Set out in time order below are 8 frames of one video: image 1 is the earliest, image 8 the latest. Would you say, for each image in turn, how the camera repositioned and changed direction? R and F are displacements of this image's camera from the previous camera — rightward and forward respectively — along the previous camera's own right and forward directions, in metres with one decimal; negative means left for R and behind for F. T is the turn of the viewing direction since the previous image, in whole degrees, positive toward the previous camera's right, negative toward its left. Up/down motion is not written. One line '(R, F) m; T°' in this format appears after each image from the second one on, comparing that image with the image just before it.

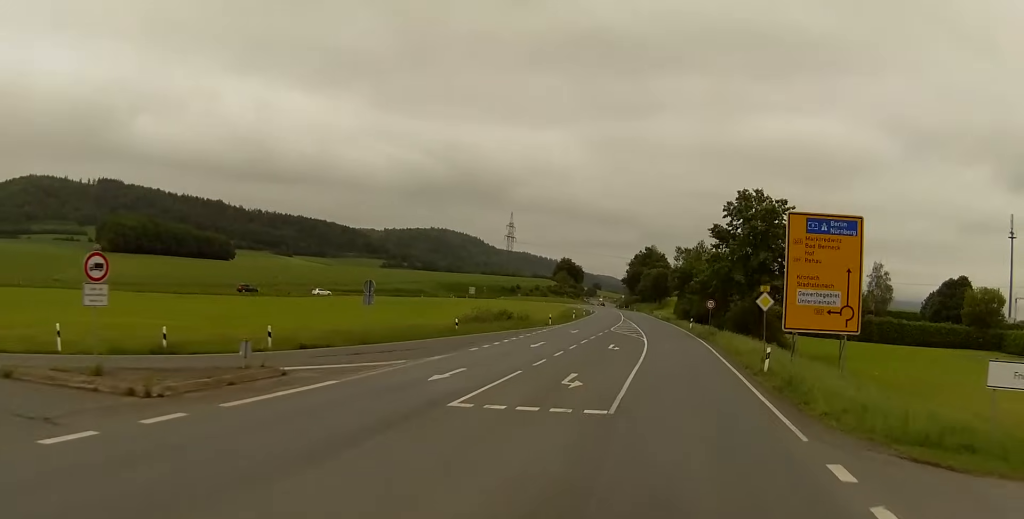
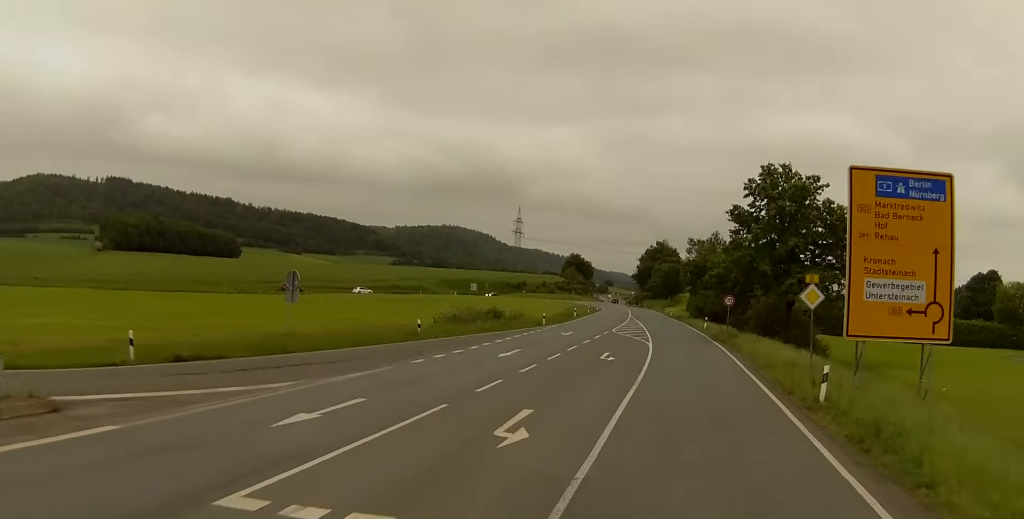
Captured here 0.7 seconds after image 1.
(+0.2, +10.6) m; 0°
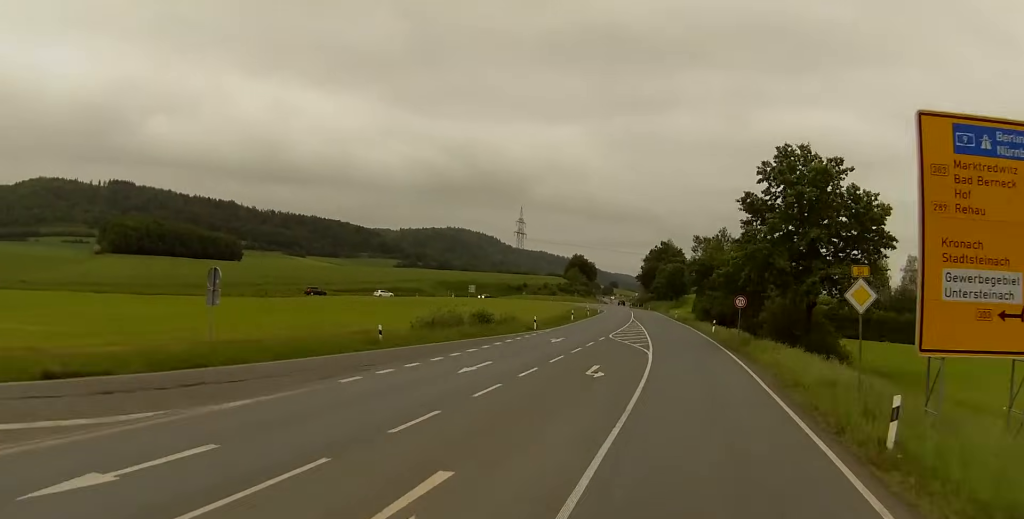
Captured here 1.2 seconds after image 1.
(0.0, +6.8) m; -1°
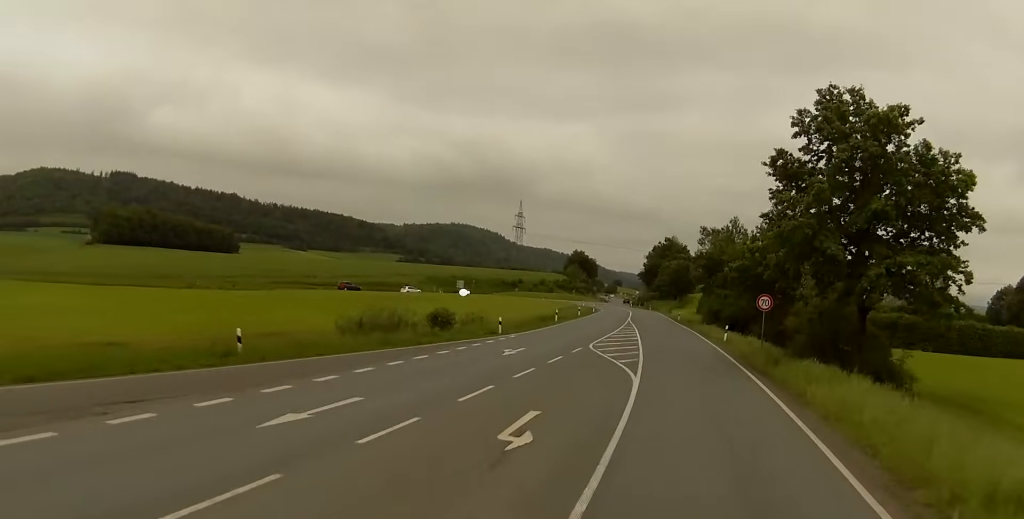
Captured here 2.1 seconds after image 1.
(-0.4, +13.6) m; -4°
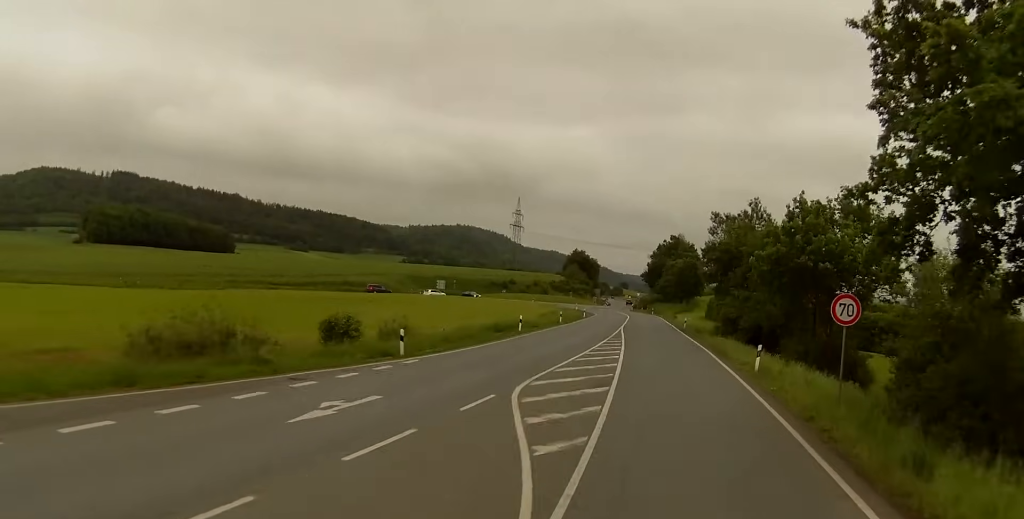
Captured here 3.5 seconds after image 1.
(-0.3, +19.3) m; +1°
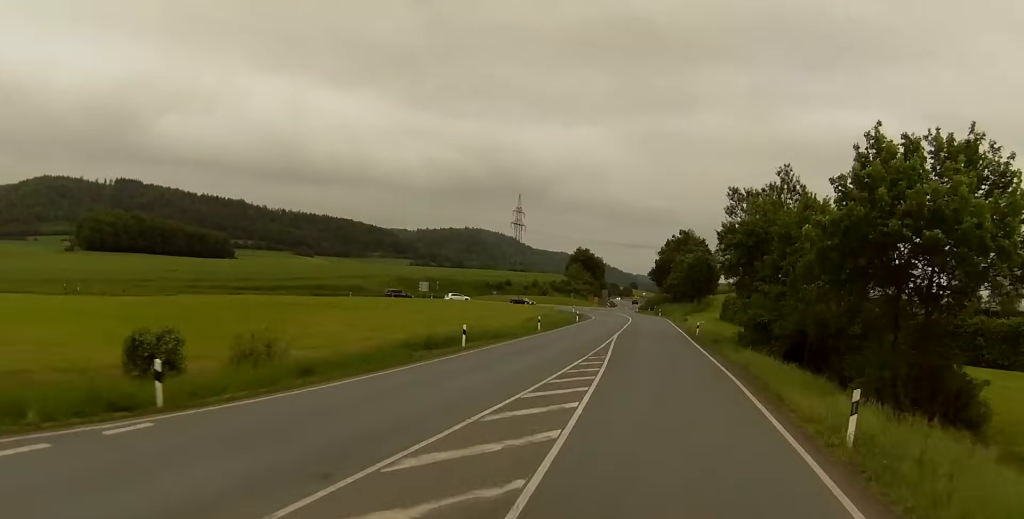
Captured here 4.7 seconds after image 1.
(+0.5, +17.2) m; 0°
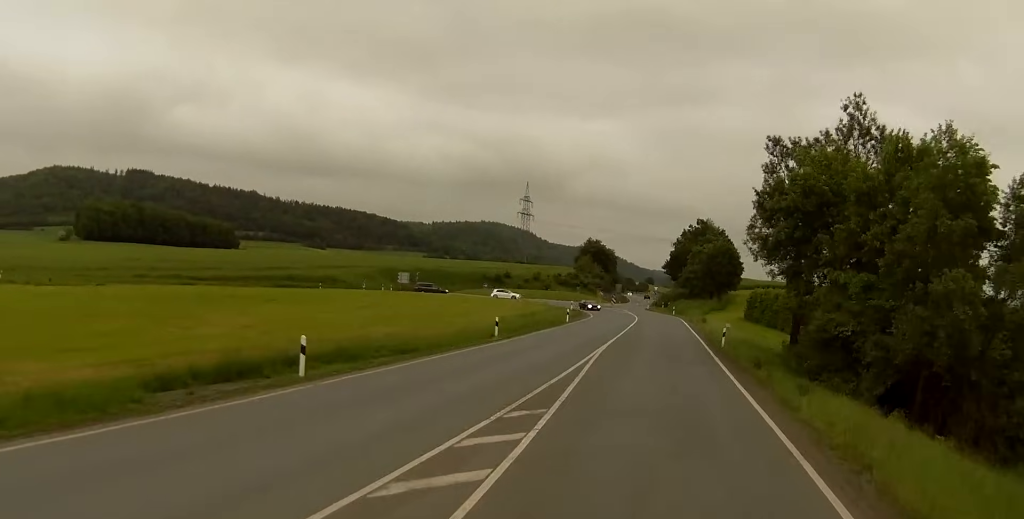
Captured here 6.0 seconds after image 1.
(-0.7, +19.2) m; -3°
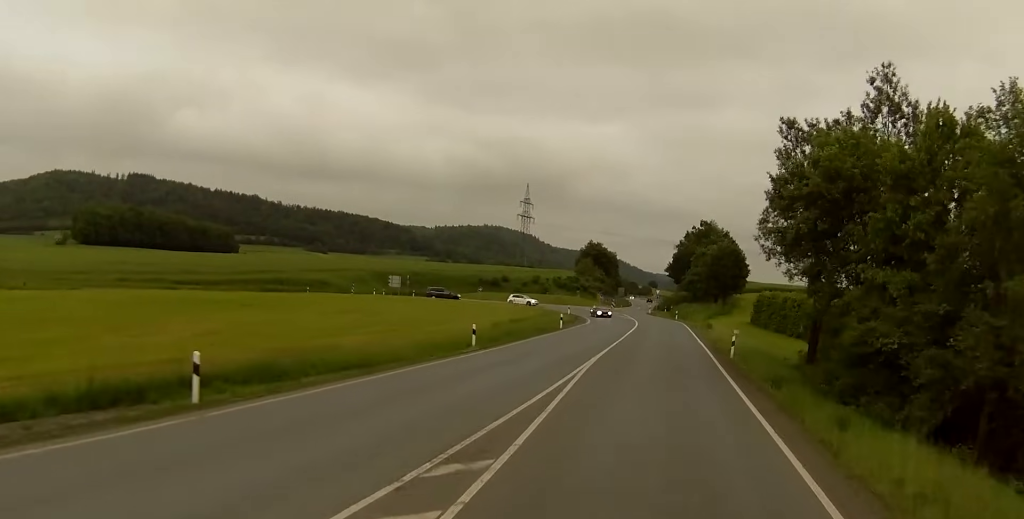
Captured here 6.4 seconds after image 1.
(0.0, +5.5) m; 0°
